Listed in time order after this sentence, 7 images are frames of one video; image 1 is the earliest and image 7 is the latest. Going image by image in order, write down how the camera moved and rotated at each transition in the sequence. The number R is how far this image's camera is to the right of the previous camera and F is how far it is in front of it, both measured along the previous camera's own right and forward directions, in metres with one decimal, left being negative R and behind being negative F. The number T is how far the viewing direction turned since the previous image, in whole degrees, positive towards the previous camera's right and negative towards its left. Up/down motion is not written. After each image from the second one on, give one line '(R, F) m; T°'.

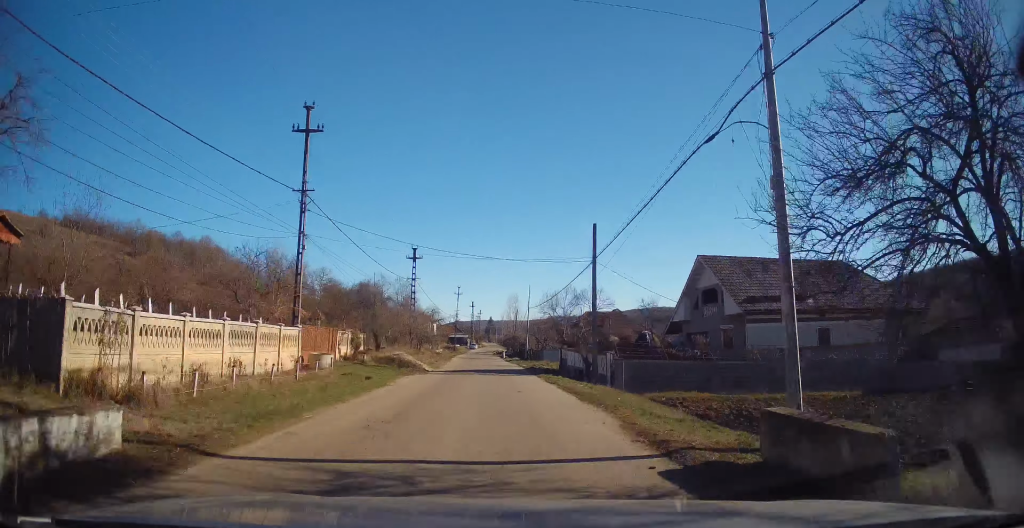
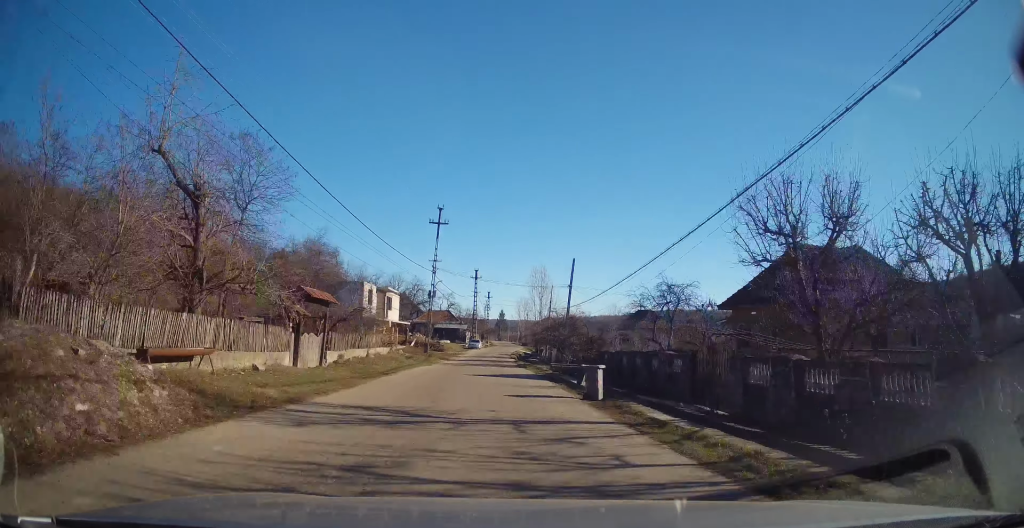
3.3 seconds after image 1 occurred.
(-0.7, +56.3) m; -1°
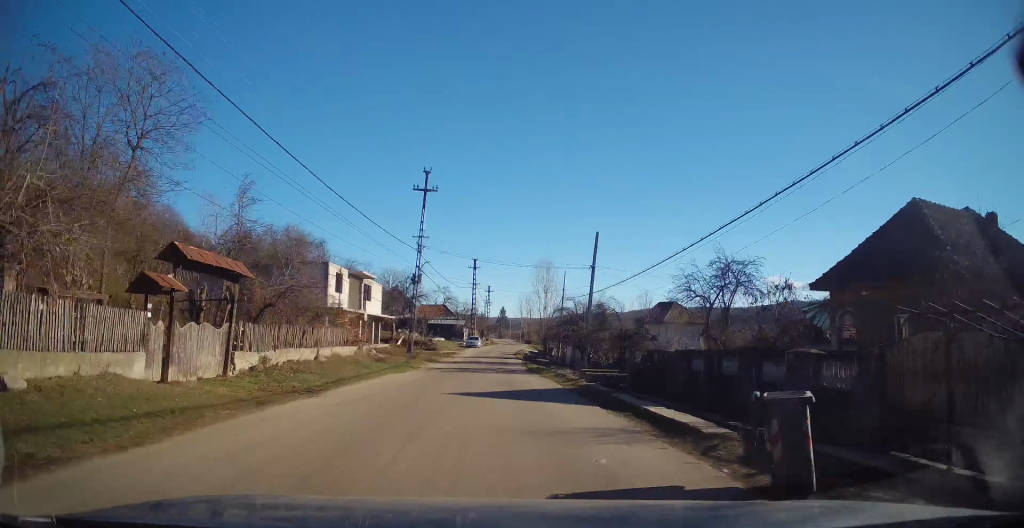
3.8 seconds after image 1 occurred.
(-0.2, +9.2) m; -1°
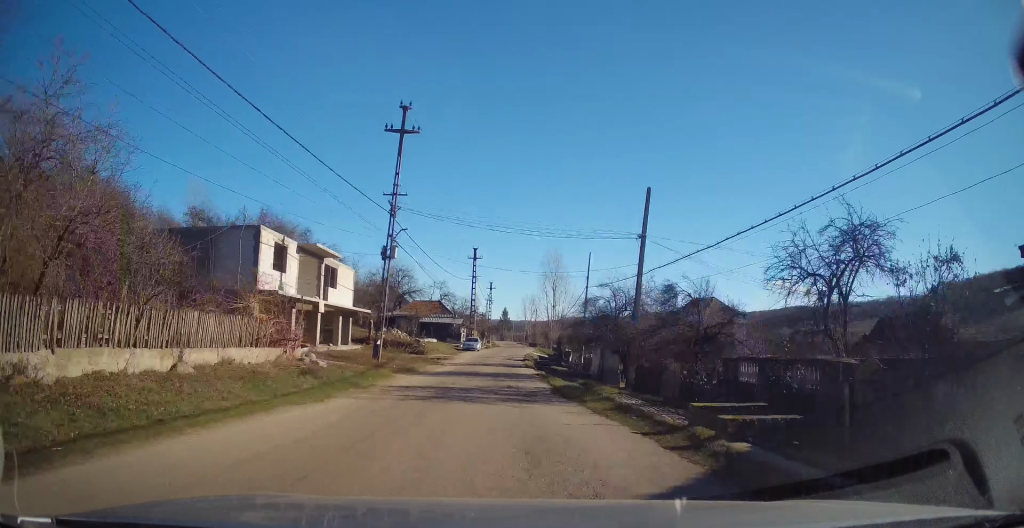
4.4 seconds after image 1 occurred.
(-0.1, +10.4) m; 0°
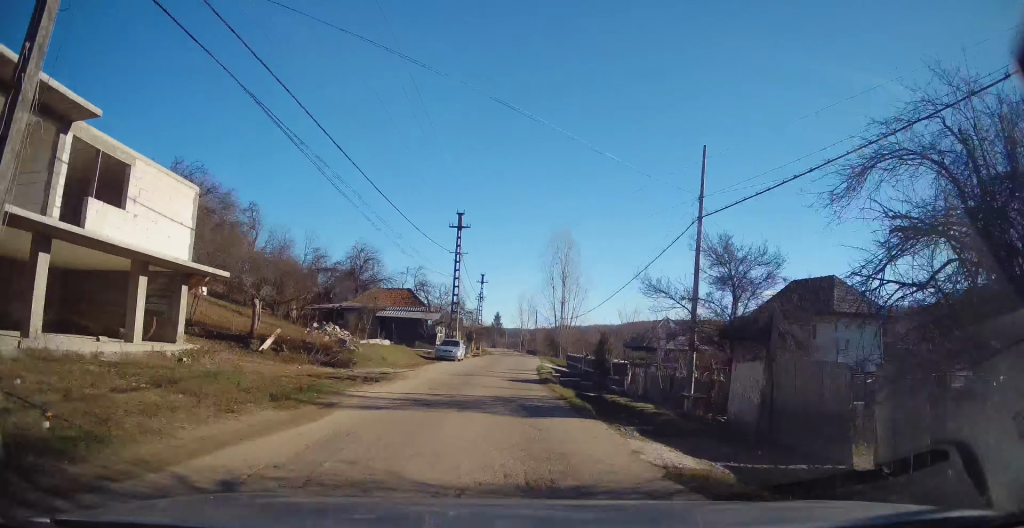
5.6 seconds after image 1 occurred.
(+0.2, +20.2) m; +1°
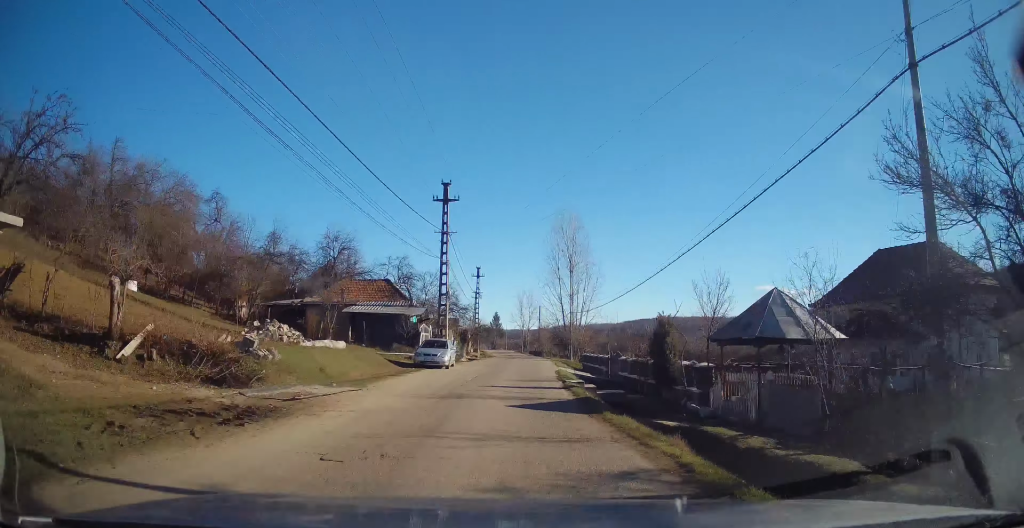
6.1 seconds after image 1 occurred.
(+0.4, +9.3) m; 0°
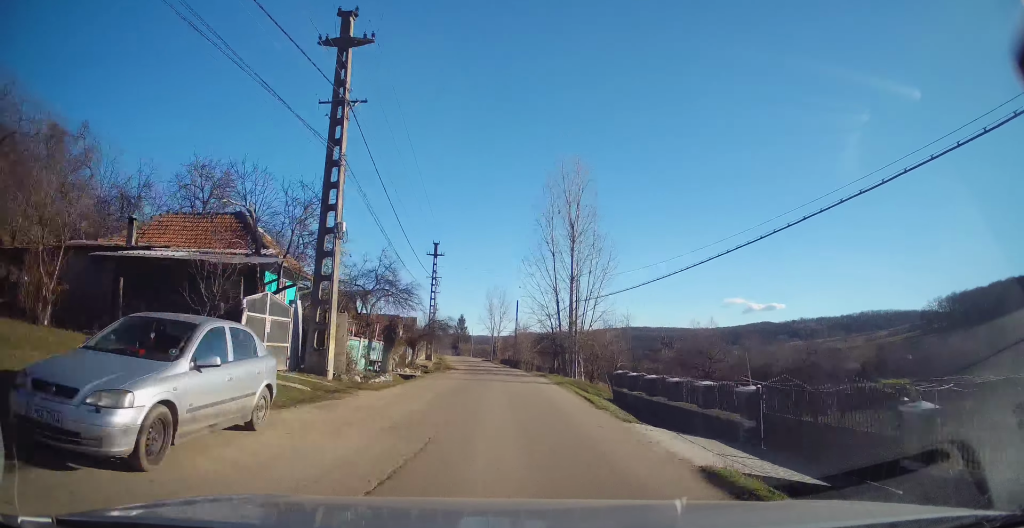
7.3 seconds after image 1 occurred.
(-0.5, +20.9) m; +2°
